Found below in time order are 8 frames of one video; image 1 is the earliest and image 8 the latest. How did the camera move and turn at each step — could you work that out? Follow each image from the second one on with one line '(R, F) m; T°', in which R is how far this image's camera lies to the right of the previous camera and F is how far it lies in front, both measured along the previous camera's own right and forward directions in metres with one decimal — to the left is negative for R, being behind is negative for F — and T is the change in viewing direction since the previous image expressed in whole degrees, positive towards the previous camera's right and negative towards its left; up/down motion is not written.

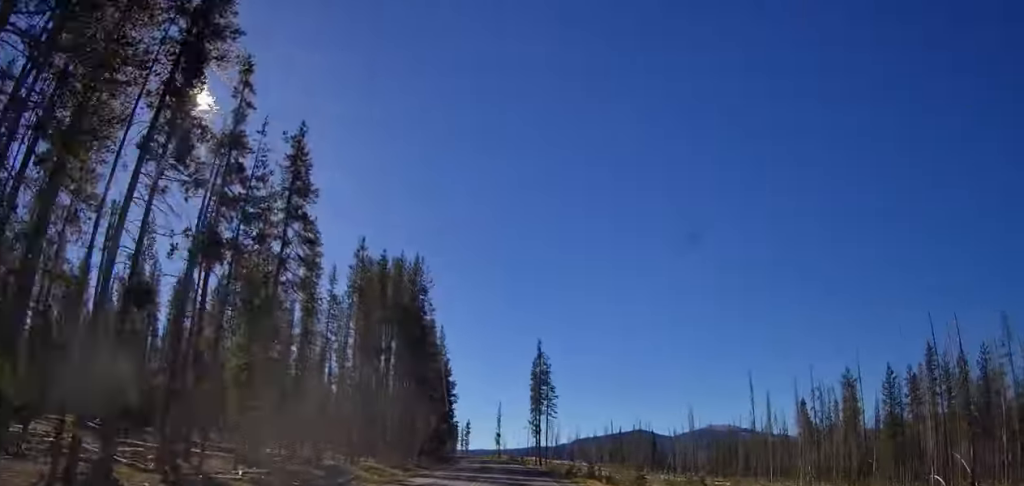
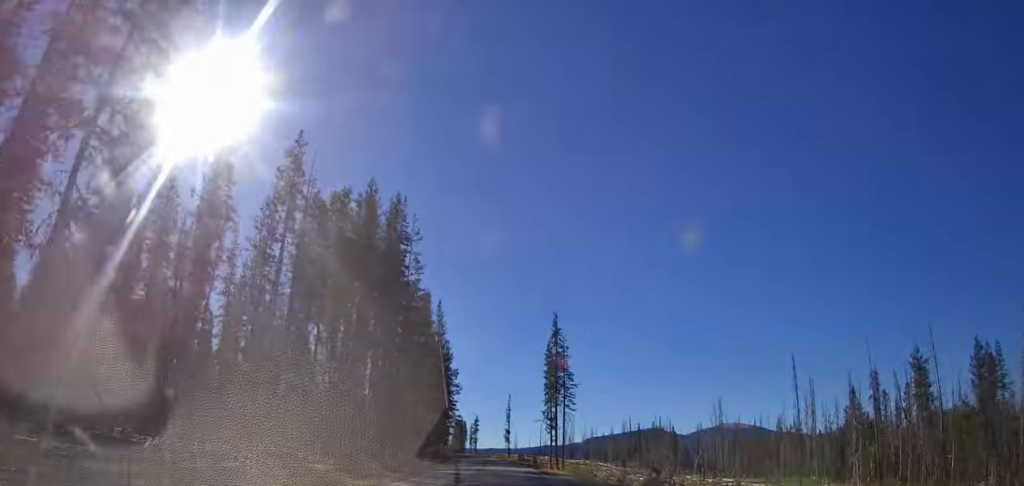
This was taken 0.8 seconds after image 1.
(0.0, +15.9) m; -2°
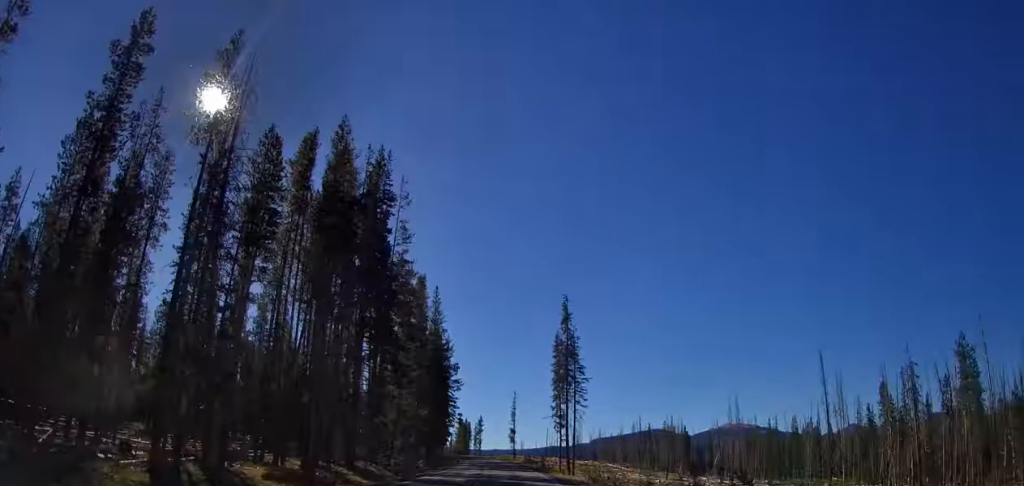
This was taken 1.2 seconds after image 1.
(-0.1, +8.6) m; -1°
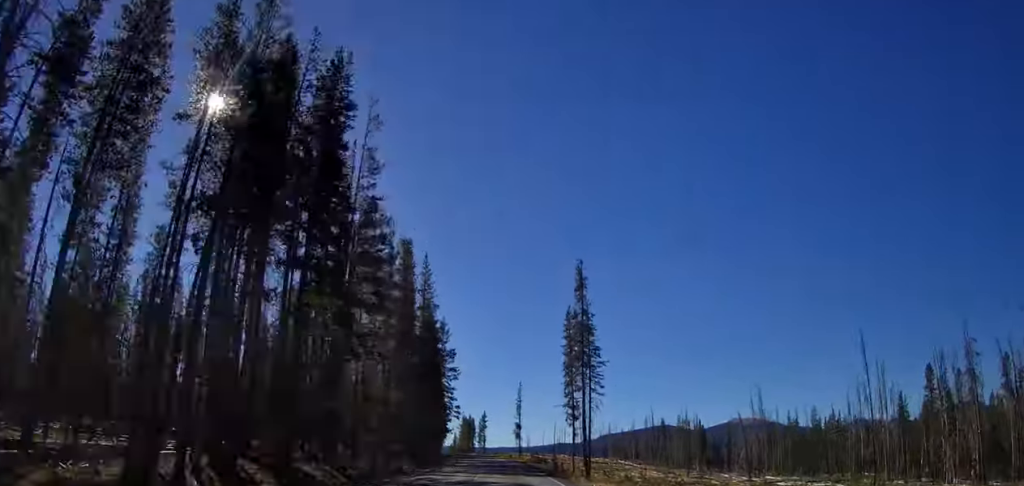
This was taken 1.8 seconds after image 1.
(-0.2, +12.0) m; -1°
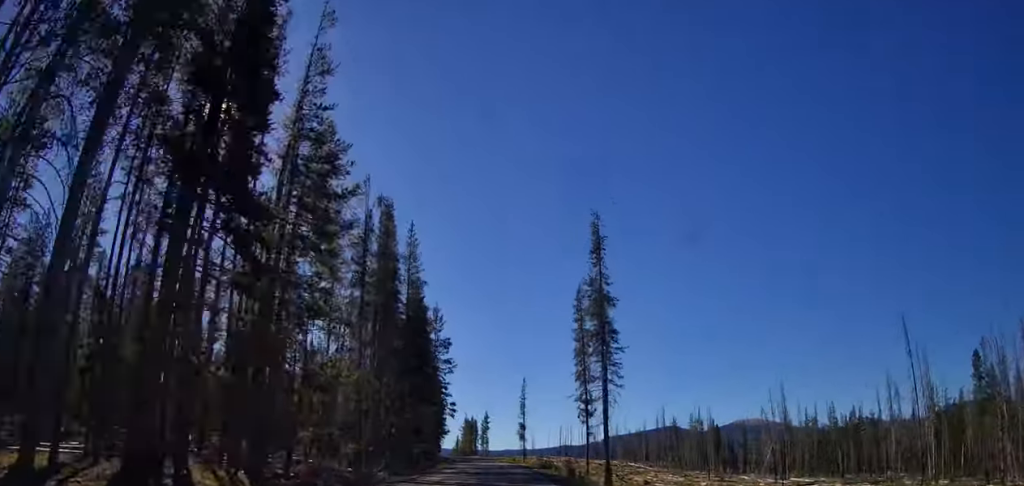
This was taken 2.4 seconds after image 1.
(-0.3, +10.7) m; -1°
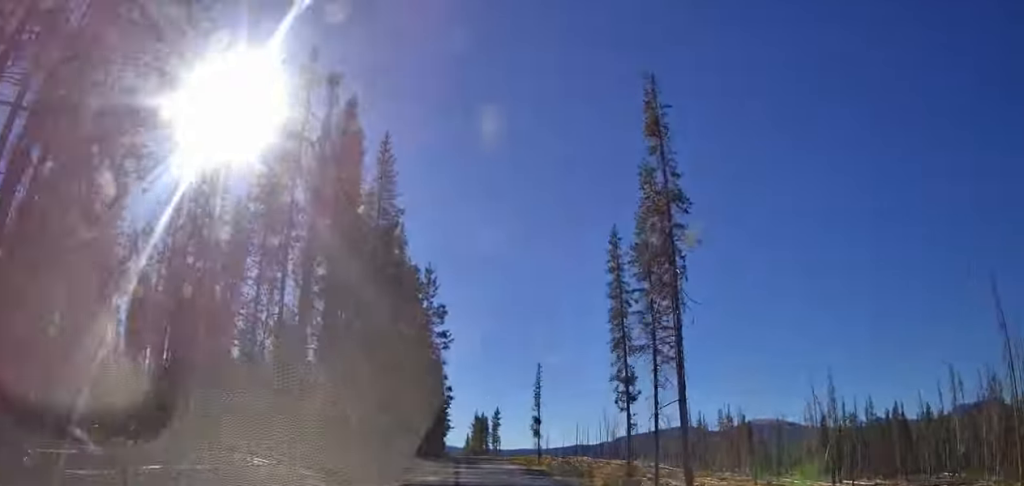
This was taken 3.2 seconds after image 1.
(+0.1, +16.7) m; 0°
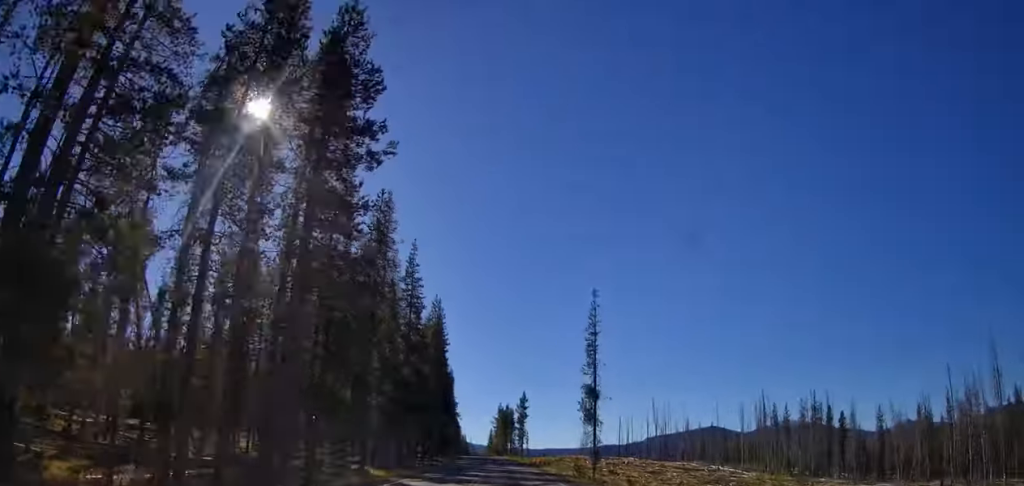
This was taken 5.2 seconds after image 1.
(-1.3, +39.2) m; -4°
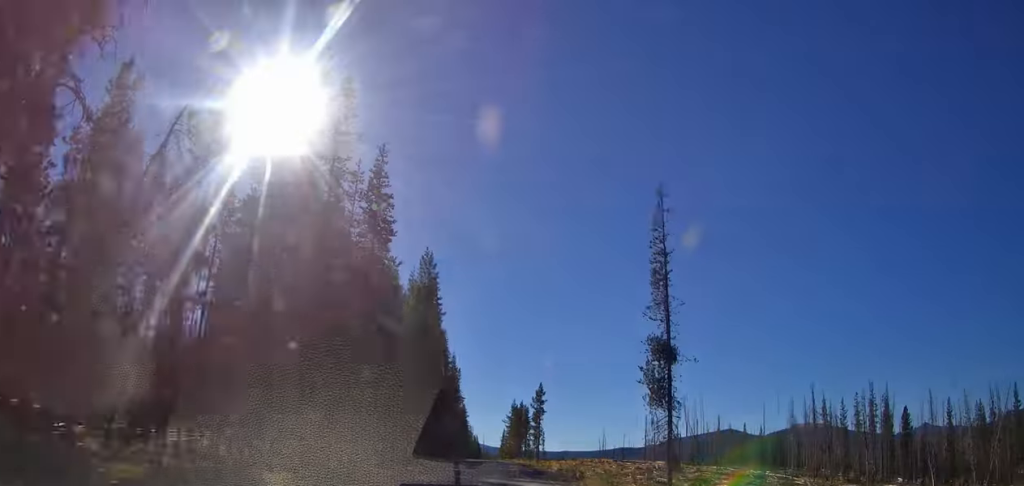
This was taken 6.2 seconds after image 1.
(-0.2, +20.1) m; 0°
